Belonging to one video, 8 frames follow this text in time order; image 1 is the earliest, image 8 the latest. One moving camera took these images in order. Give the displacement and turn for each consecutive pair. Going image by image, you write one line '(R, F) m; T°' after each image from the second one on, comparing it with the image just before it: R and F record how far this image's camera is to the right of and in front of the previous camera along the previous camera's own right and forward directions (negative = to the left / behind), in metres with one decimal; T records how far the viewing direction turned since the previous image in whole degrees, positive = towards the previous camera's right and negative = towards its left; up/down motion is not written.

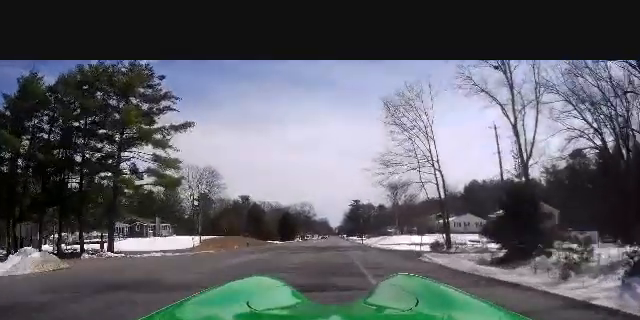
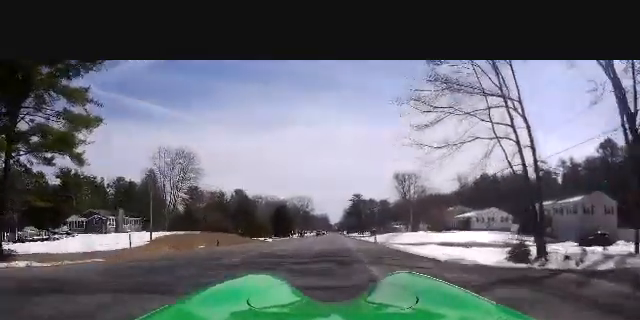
(-0.2, +14.8) m; 0°
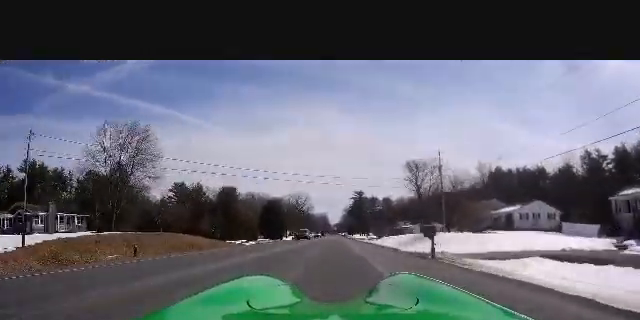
(+0.1, +18.5) m; -1°
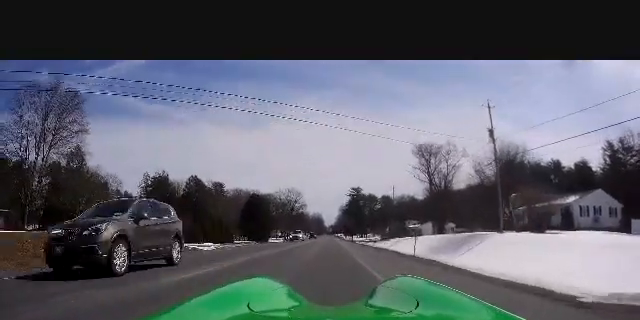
(+0.2, +17.2) m; +3°
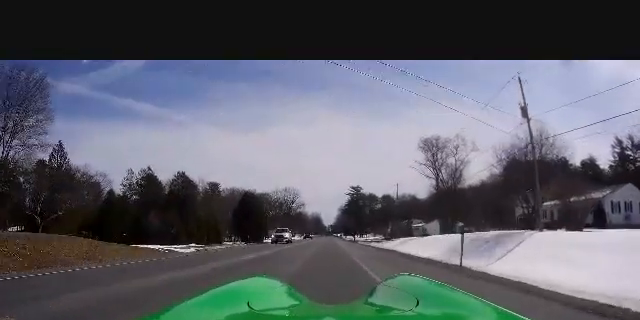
(+0.1, +6.2) m; +1°
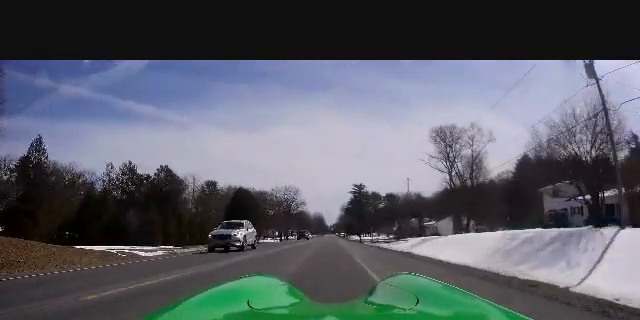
(0.0, +8.0) m; -1°
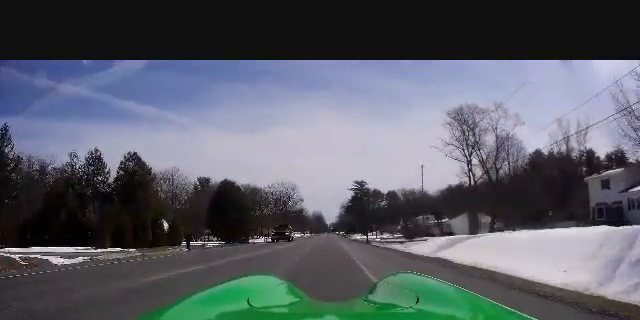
(-0.2, +10.6) m; -1°
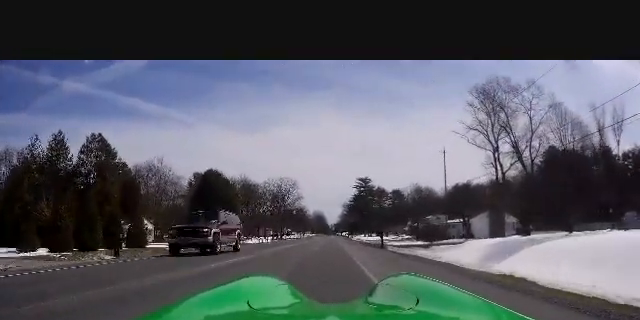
(-0.2, +9.8) m; 0°
